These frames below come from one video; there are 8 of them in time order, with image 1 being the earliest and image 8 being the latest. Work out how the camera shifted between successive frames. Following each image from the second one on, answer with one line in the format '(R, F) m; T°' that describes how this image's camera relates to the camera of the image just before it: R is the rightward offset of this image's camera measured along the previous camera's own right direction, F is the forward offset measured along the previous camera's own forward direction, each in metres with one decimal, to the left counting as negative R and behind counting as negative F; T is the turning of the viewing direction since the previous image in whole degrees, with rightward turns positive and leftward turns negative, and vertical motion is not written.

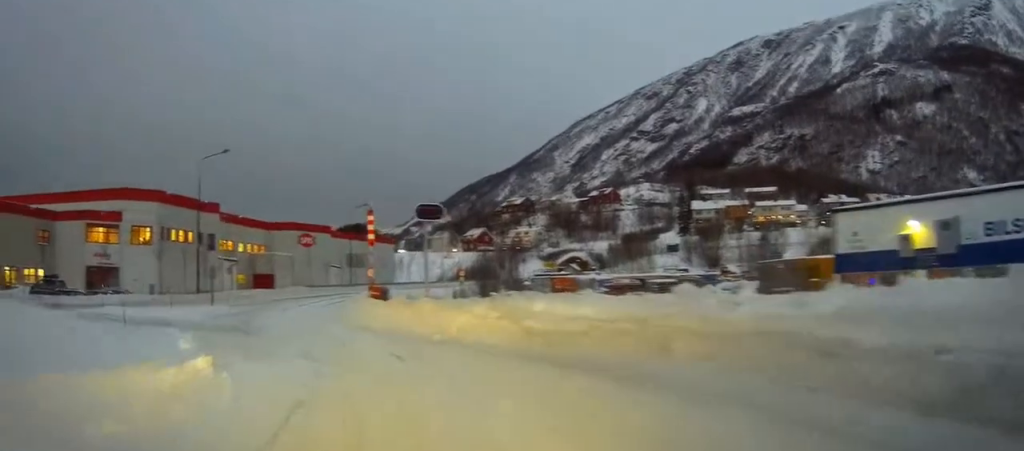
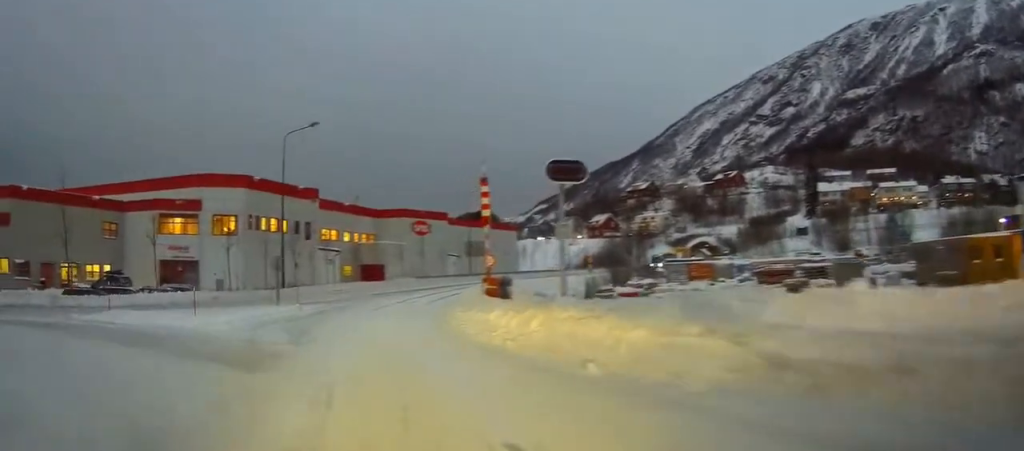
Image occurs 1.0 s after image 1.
(-0.6, +6.7) m; -9°
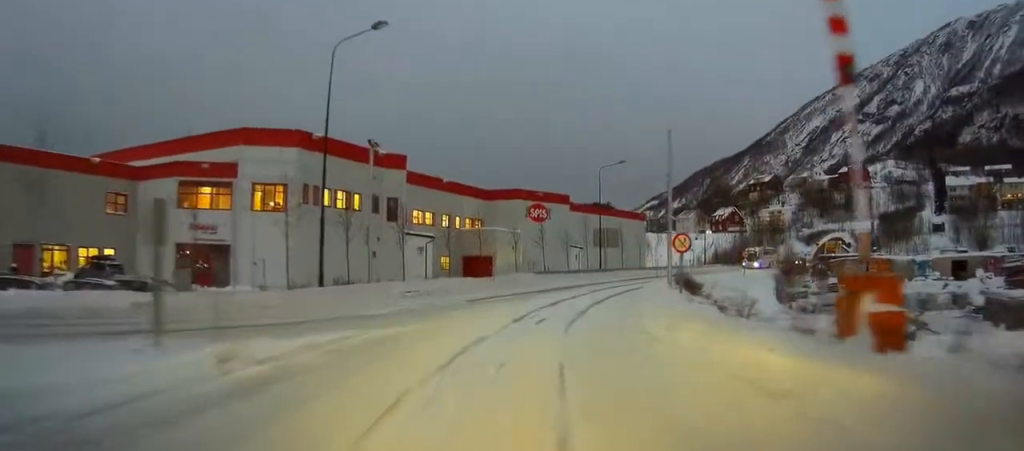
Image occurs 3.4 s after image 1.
(-1.5, +16.5) m; -6°
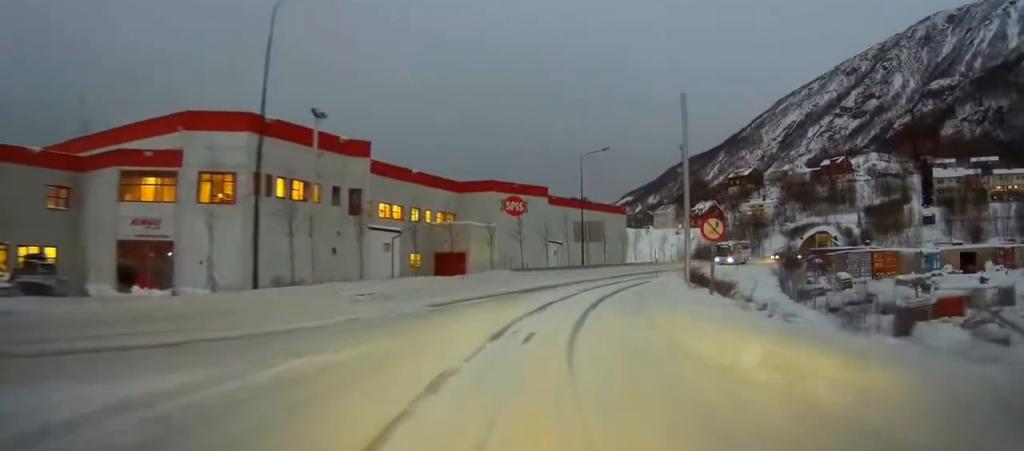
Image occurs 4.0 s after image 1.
(0.0, +5.0) m; +2°
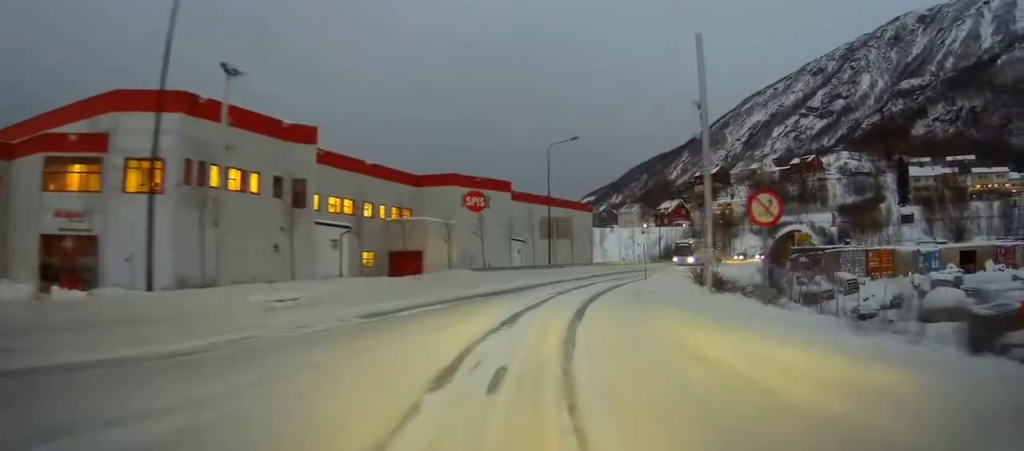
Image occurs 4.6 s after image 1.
(+0.1, +4.9) m; +2°
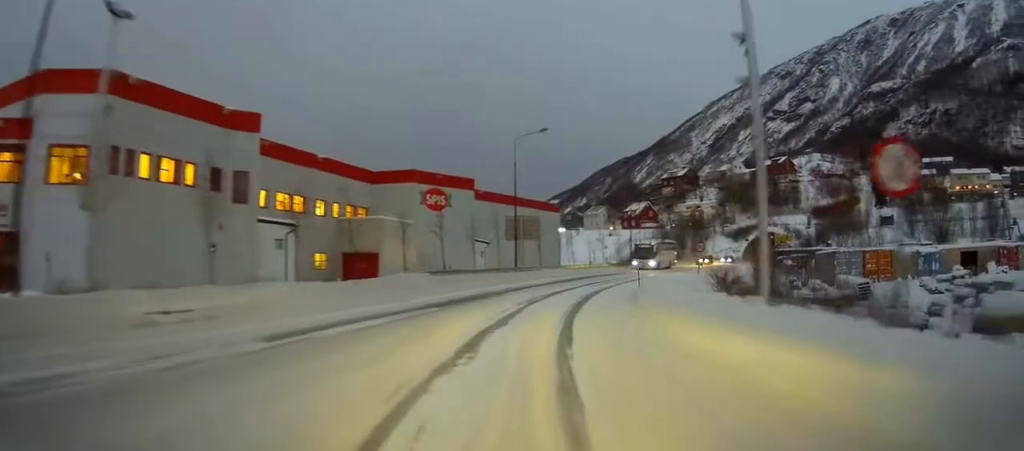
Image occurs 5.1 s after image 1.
(+0.1, +4.6) m; +2°
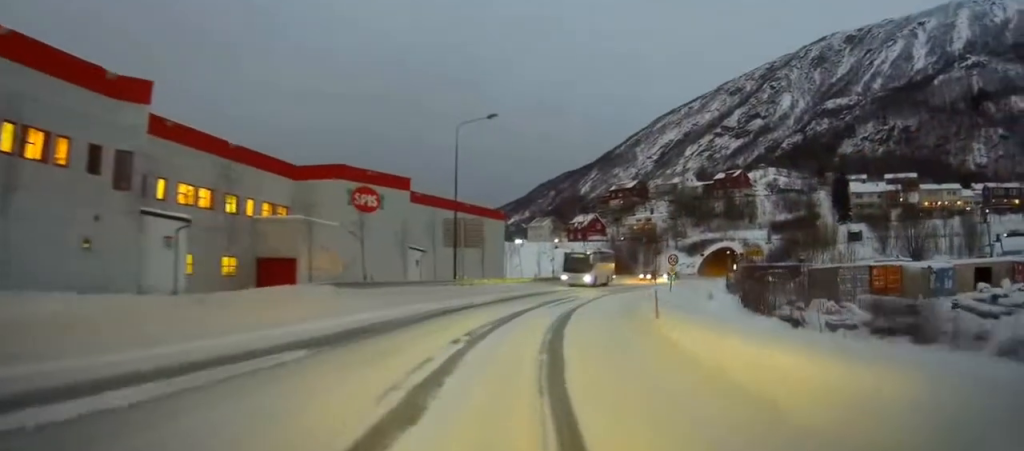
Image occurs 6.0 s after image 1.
(+0.2, +8.1) m; +4°
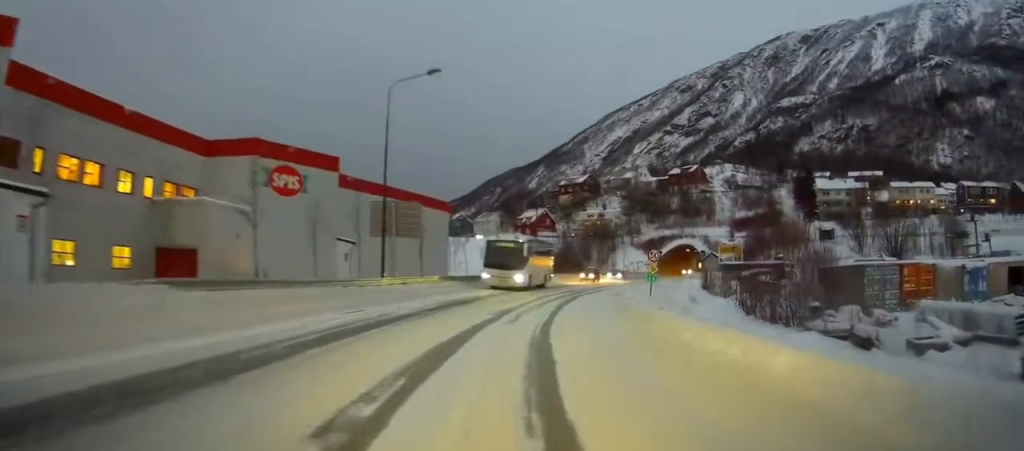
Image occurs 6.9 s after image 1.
(+0.3, +8.5) m; +4°
